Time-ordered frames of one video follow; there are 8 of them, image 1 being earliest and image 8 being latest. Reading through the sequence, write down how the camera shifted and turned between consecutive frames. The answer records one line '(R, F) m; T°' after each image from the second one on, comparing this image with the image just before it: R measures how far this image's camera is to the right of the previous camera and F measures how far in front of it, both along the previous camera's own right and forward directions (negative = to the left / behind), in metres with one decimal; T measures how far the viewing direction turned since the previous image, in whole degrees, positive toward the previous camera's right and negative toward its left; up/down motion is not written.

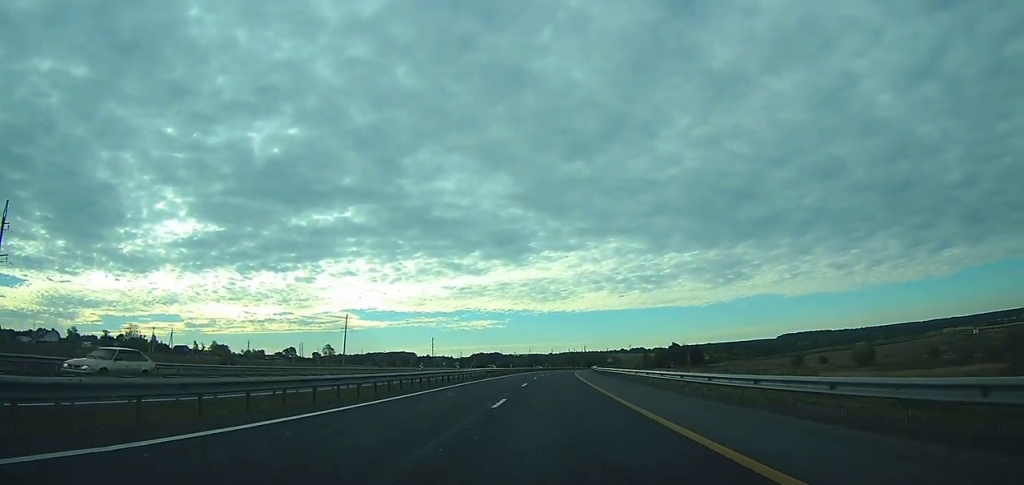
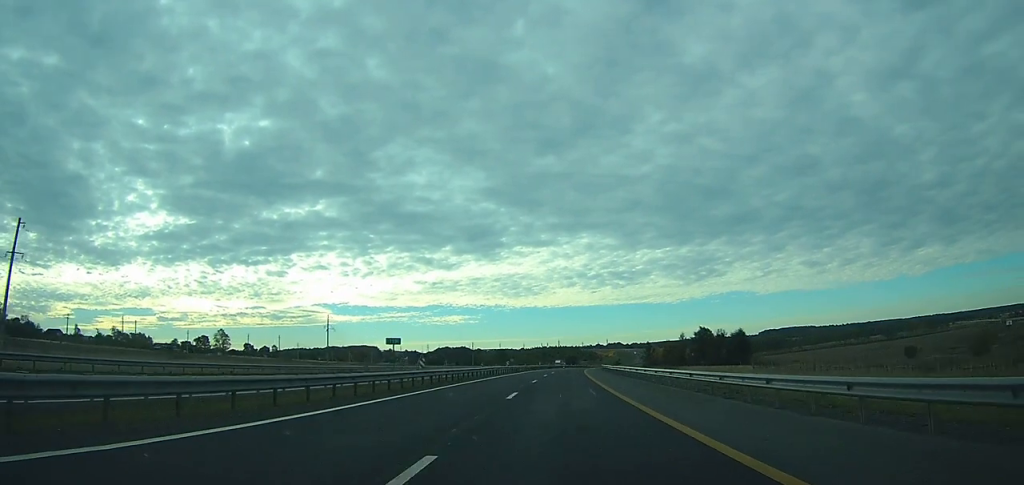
(+2.7, +95.3) m; +3°
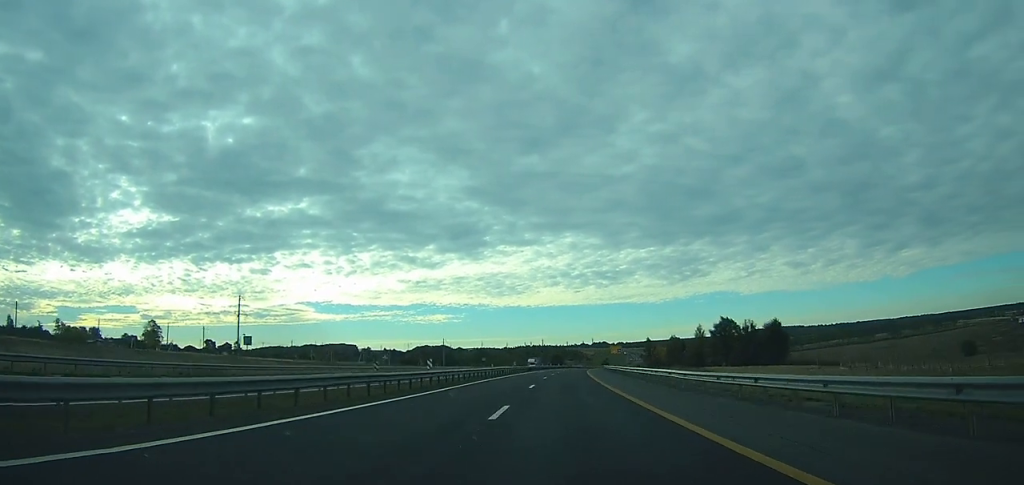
(+0.3, +38.8) m; +2°
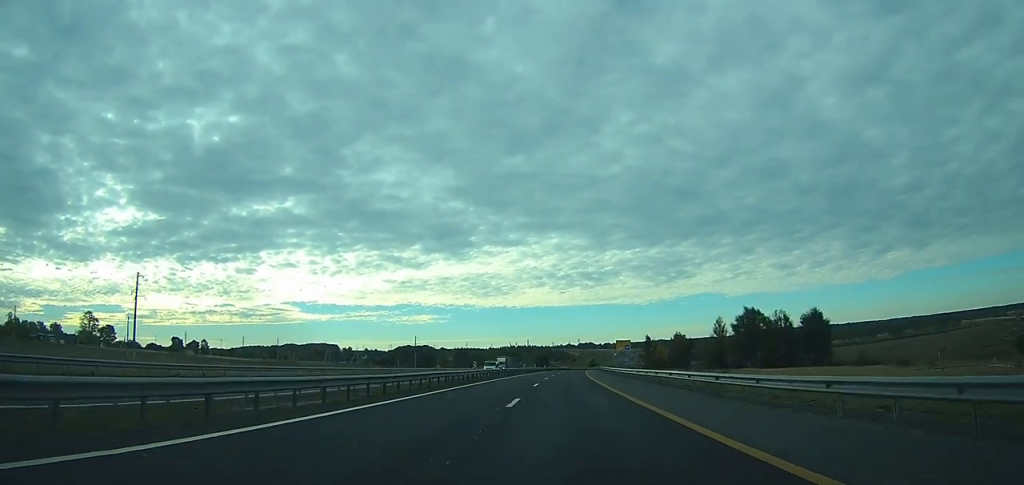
(+0.5, +27.3) m; +1°
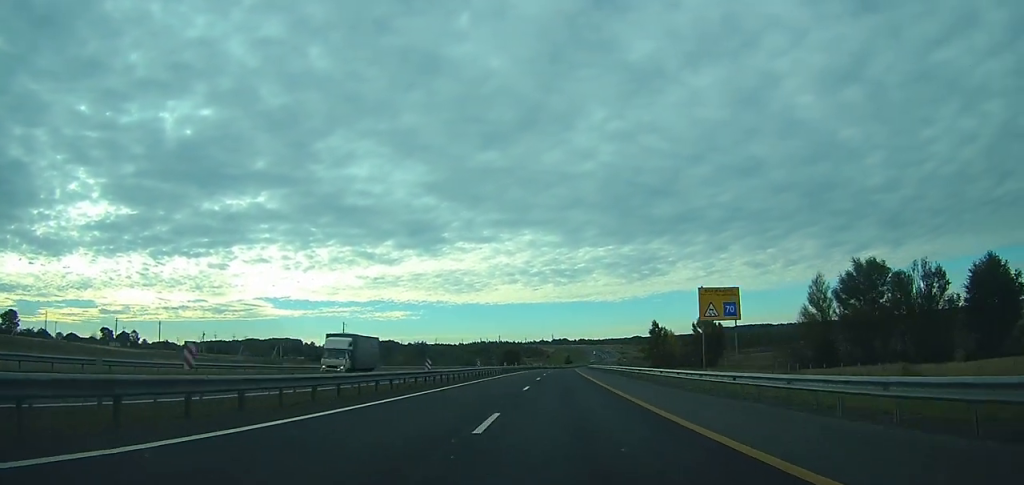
(+1.2, +52.4) m; +2°
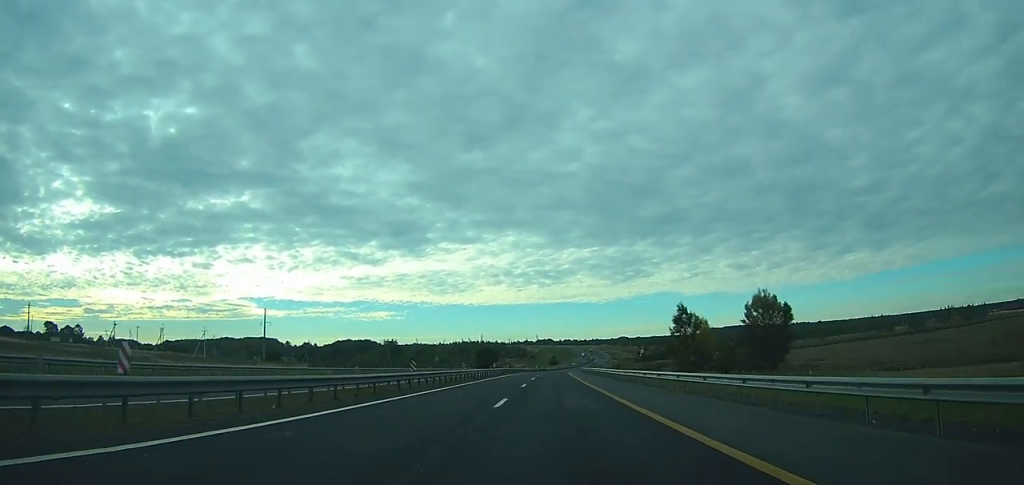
(+0.5, +40.1) m; +2°
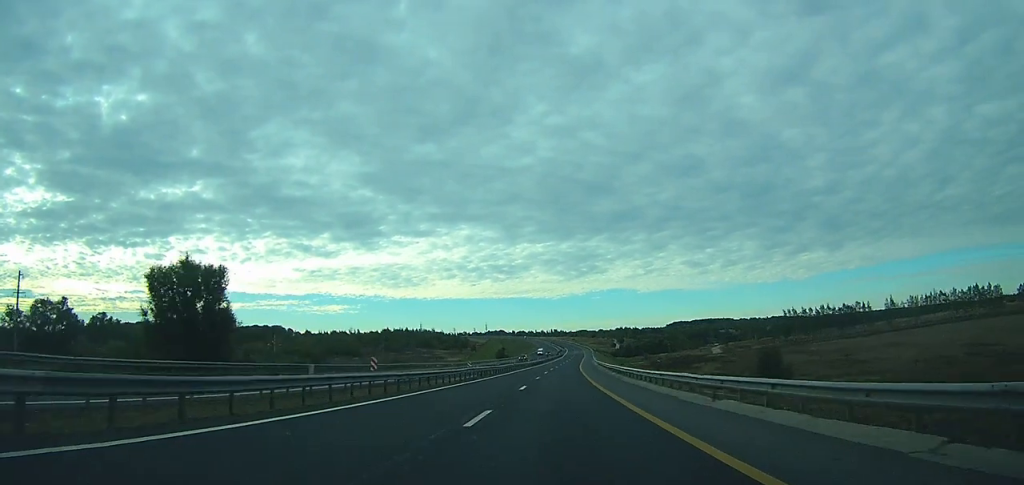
(+6.3, +171.3) m; +5°
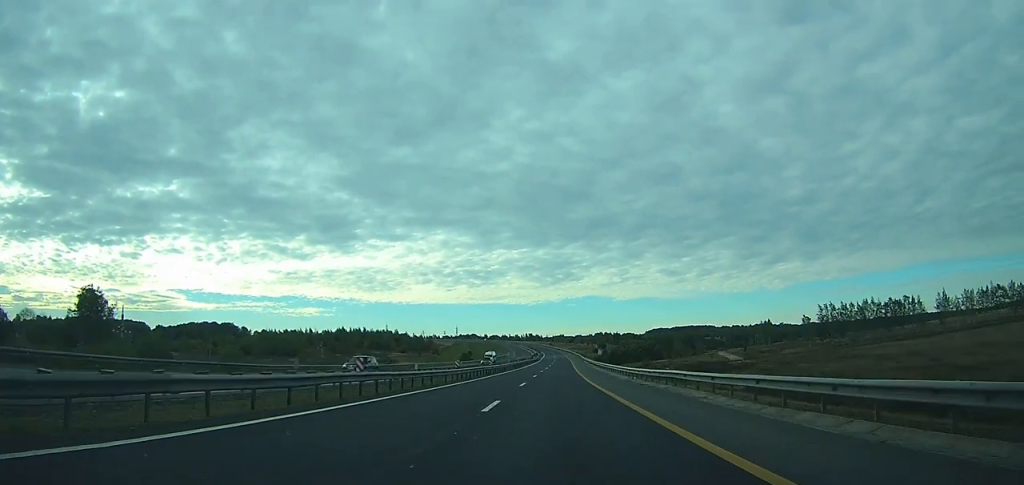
(+1.2, +59.5) m; +2°
